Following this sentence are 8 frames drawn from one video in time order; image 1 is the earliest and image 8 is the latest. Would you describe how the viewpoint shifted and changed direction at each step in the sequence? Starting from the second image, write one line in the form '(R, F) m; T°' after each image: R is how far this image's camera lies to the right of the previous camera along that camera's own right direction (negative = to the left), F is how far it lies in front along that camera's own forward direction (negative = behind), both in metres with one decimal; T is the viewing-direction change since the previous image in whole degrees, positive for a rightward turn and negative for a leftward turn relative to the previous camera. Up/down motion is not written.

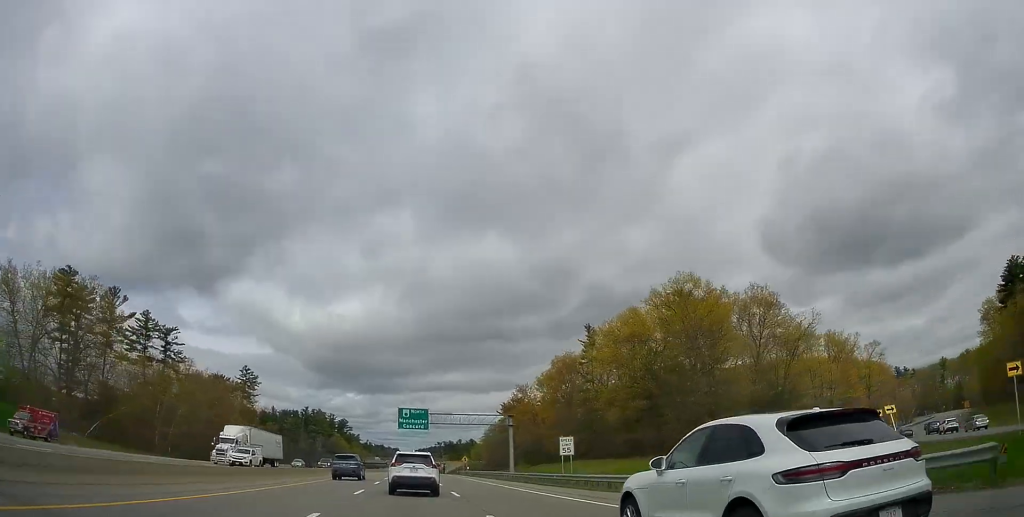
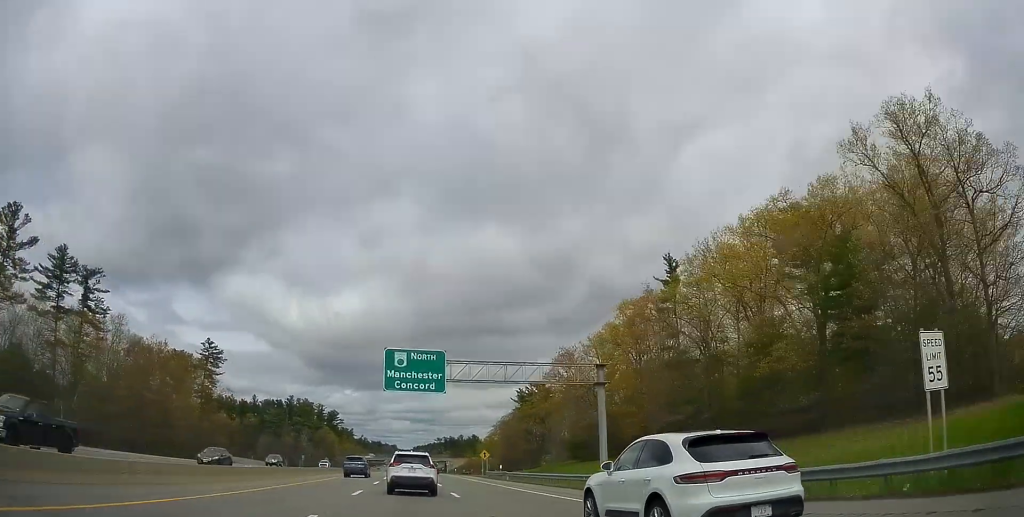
(-0.5, +38.0) m; -1°
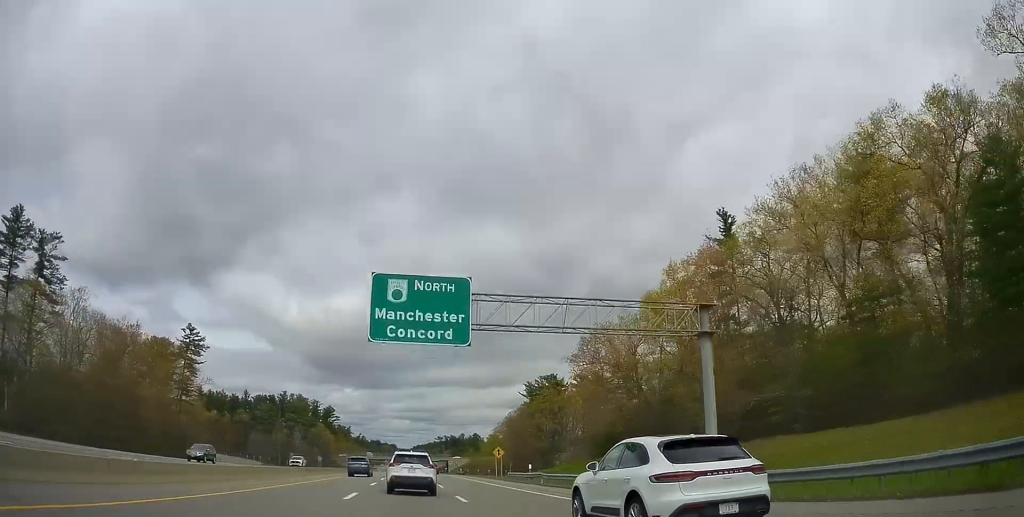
(0.0, +15.3) m; 0°
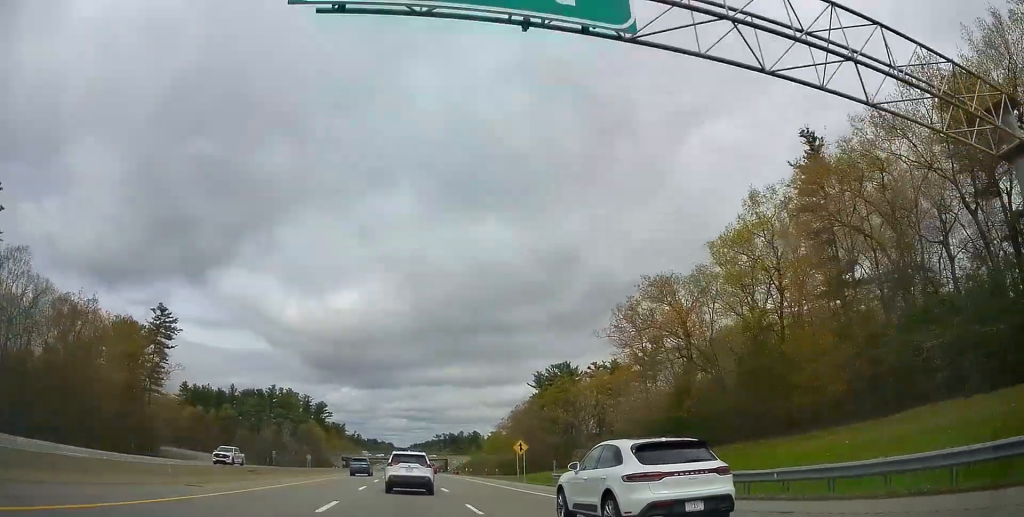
(+0.1, +17.7) m; 0°
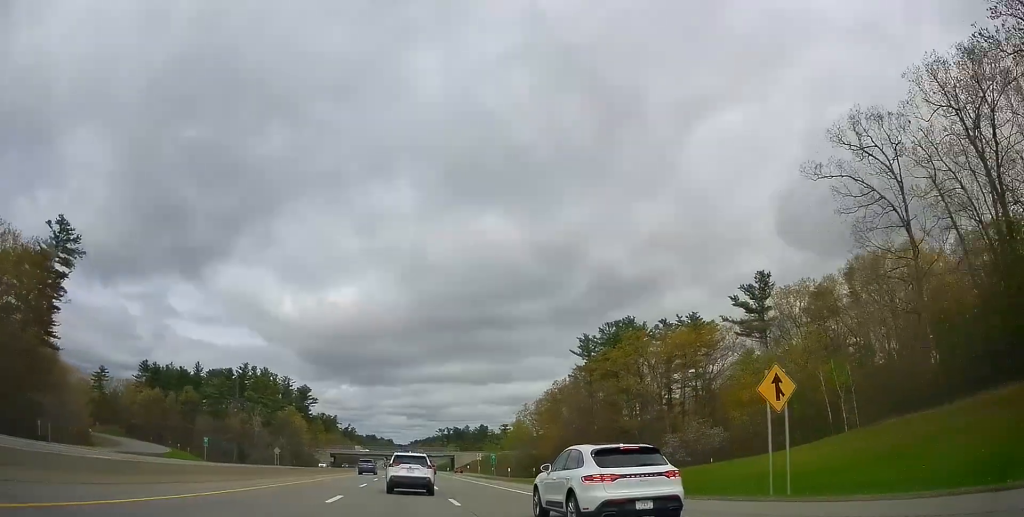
(+0.3, +45.3) m; 0°
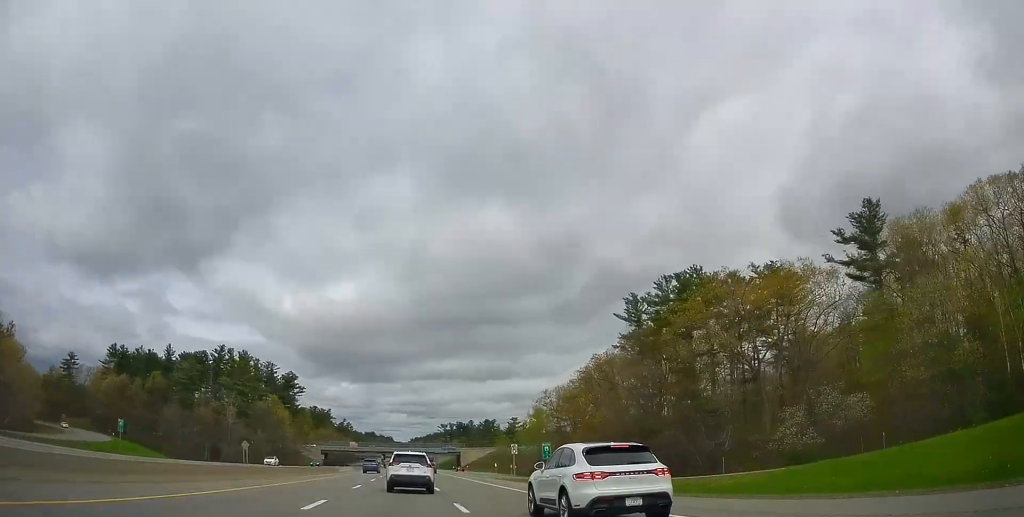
(-0.1, +27.9) m; 0°
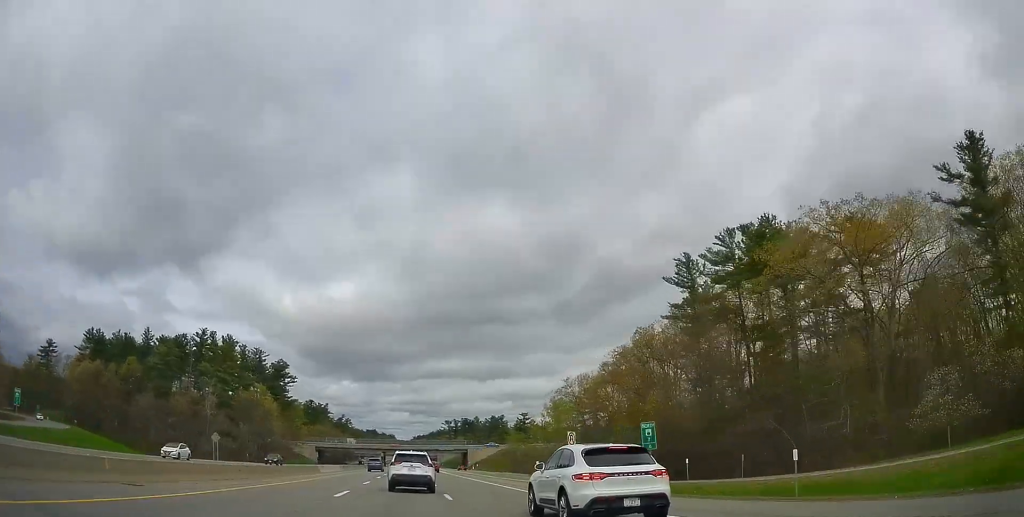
(-0.1, +19.3) m; +1°
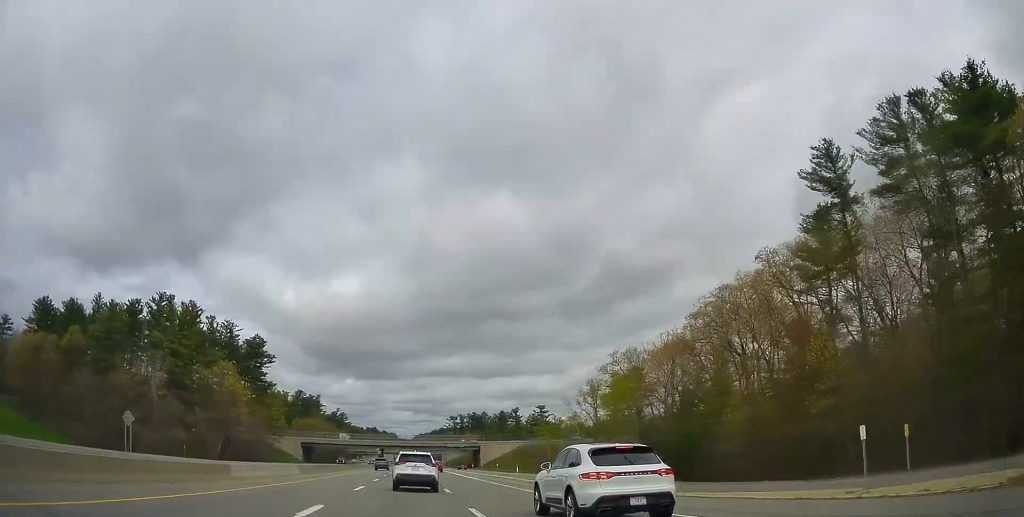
(+0.6, +32.1) m; 0°
